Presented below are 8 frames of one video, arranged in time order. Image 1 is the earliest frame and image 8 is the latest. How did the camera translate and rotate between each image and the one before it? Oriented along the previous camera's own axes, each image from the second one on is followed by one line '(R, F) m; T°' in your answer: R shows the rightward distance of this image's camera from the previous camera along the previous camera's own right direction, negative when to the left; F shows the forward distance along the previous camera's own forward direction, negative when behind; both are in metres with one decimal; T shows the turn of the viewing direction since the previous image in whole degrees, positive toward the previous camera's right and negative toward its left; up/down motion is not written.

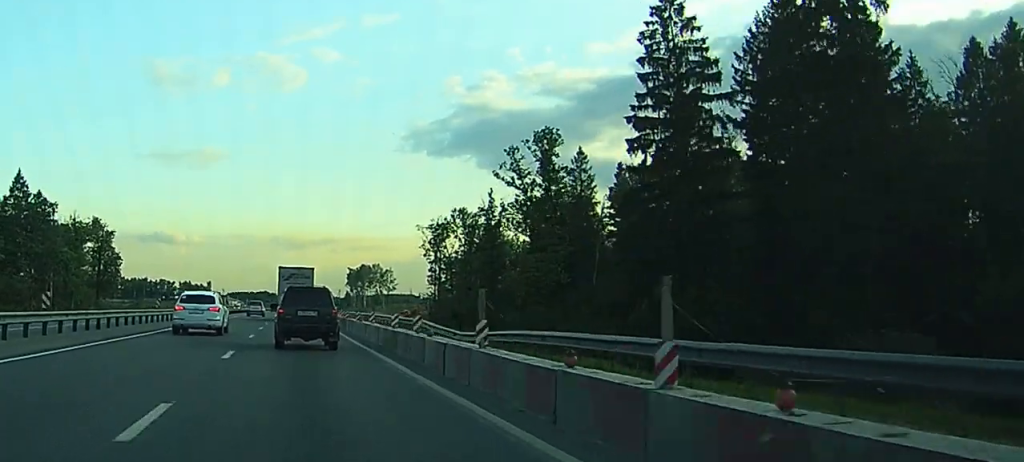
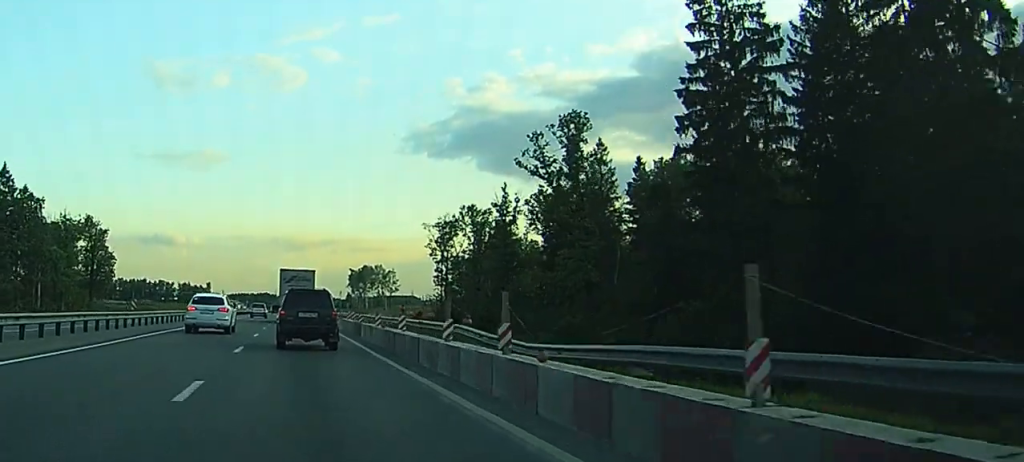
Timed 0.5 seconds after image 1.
(0.0, +8.3) m; 0°
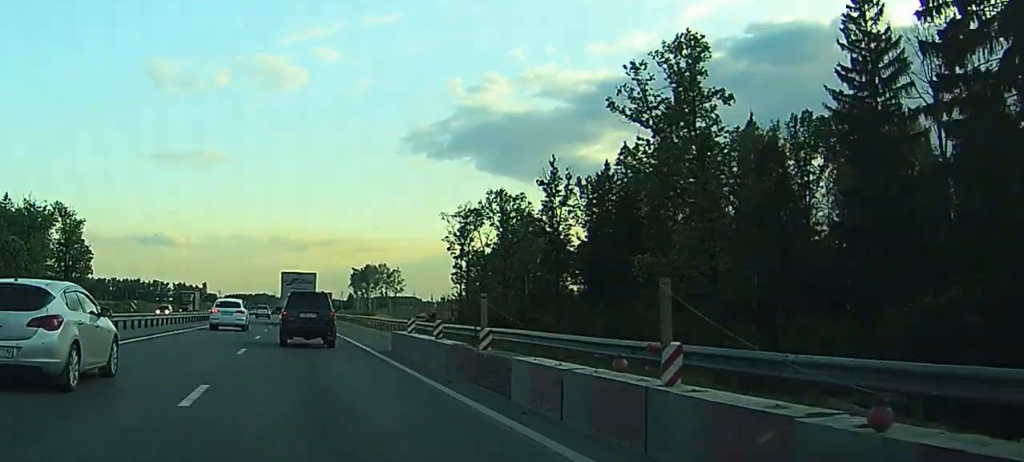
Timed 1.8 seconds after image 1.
(0.0, +23.9) m; 0°
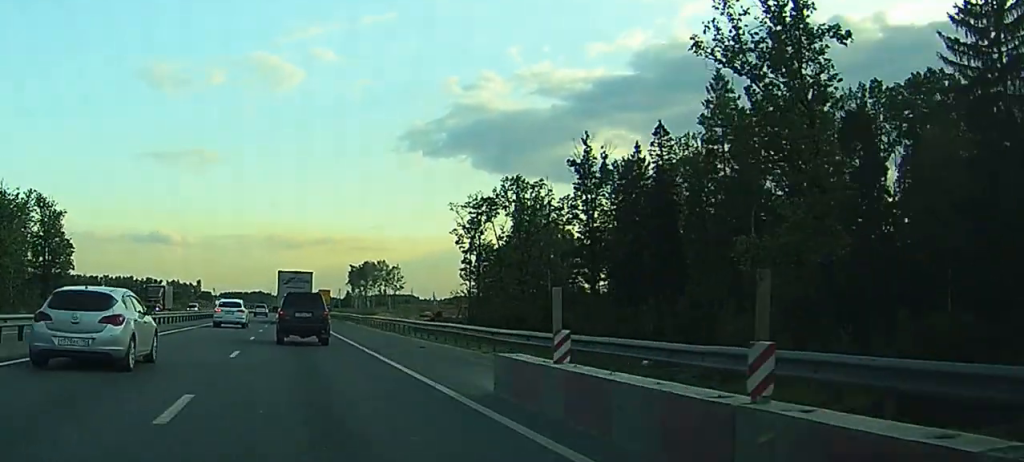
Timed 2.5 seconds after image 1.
(+0.1, +13.3) m; 0°
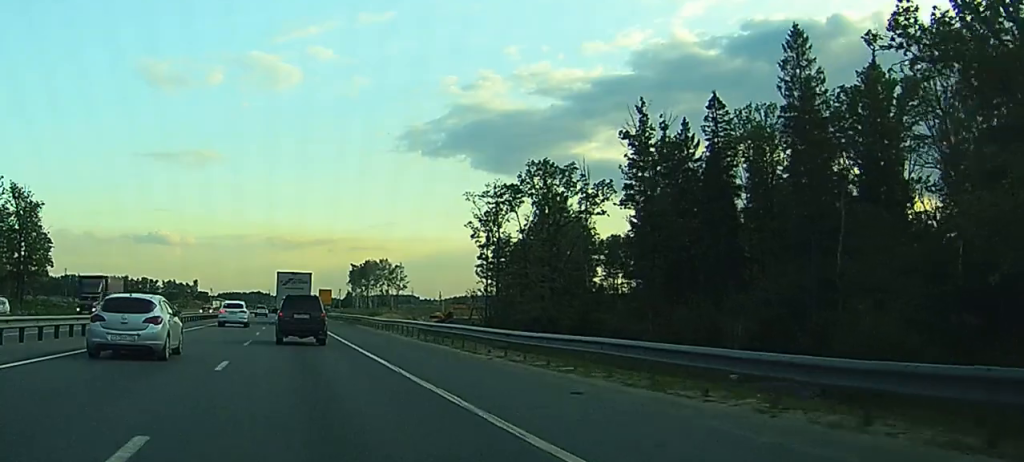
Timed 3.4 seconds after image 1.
(-0.1, +15.3) m; 0°
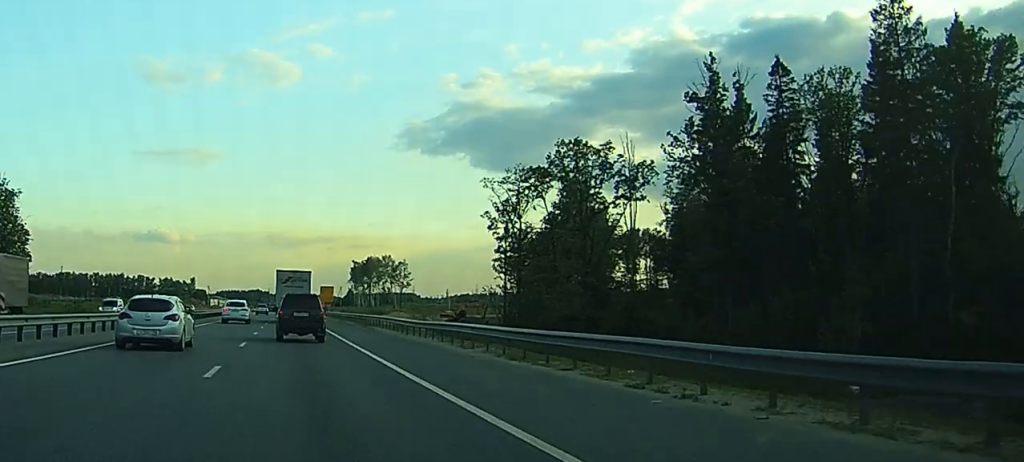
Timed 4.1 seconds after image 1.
(+0.1, +13.6) m; 0°
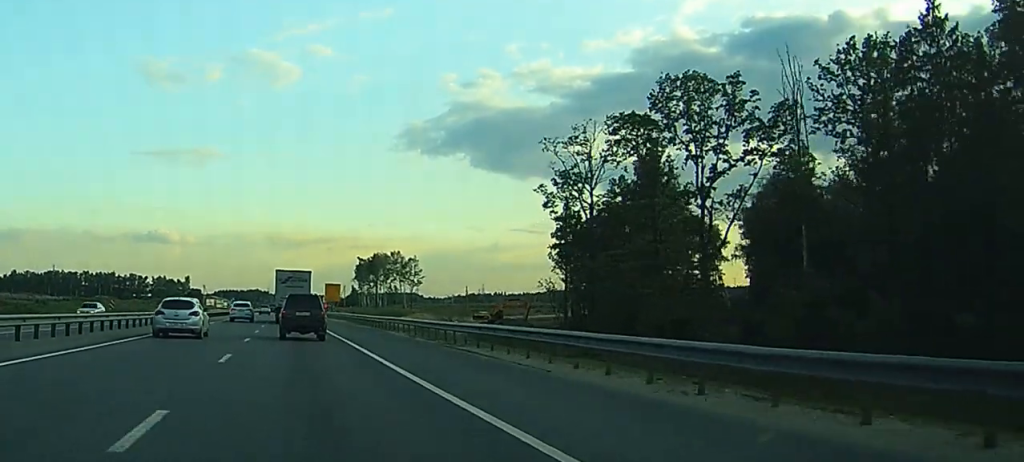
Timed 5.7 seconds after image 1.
(-0.1, +30.9) m; 0°
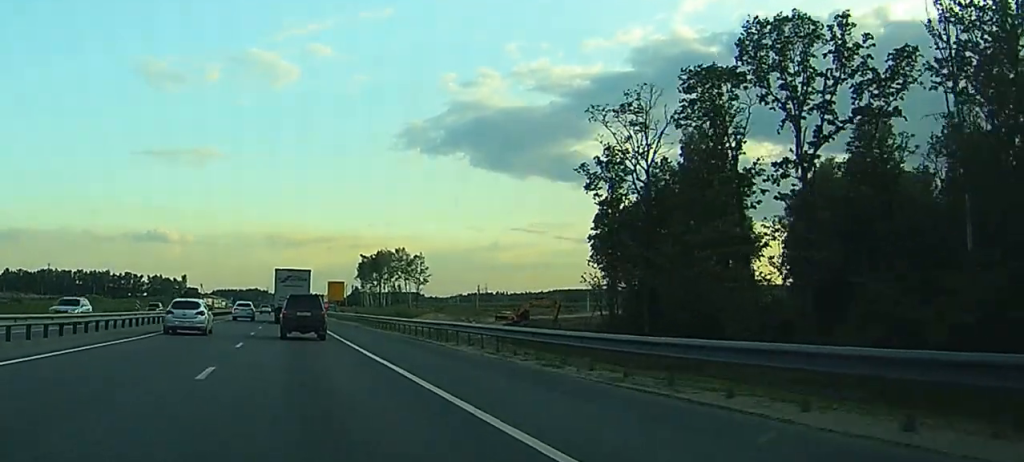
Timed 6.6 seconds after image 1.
(0.0, +16.2) m; 0°
